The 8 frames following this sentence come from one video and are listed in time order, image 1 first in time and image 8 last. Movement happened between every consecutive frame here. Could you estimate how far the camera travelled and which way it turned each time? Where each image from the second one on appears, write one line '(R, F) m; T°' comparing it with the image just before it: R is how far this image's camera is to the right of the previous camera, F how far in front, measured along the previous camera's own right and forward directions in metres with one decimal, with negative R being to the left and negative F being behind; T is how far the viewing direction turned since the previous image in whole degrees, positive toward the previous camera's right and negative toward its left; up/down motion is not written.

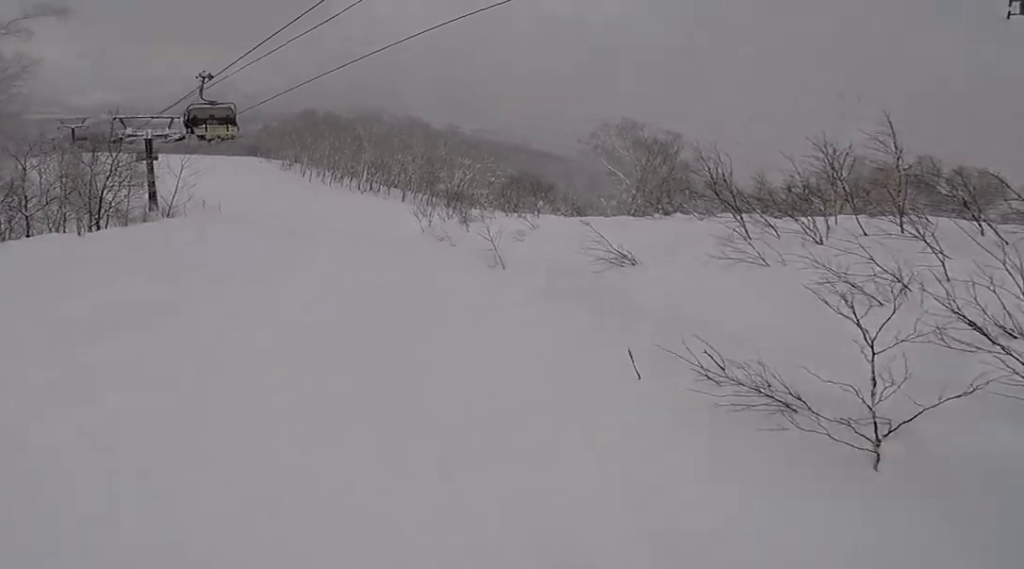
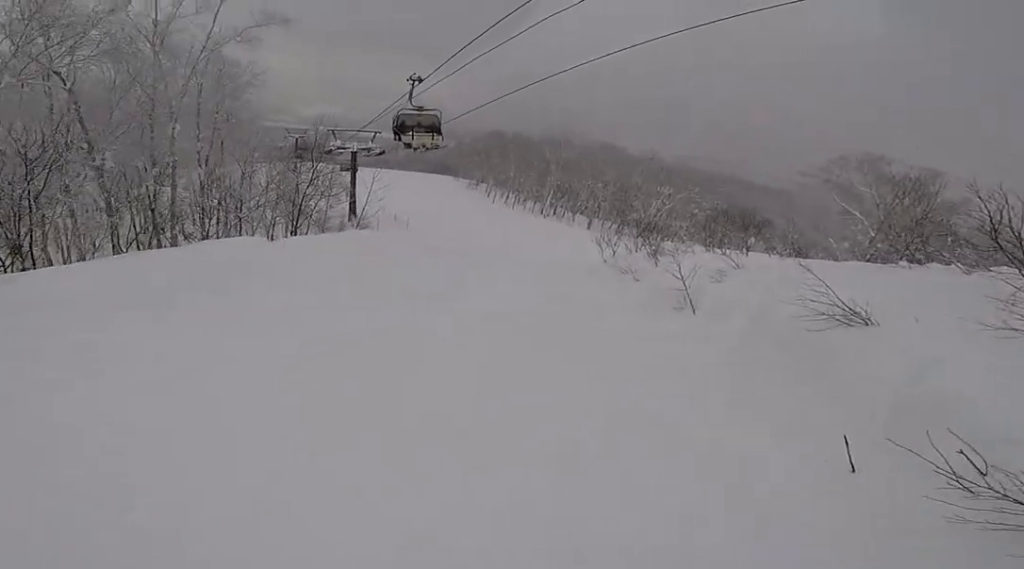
(-0.1, +1.0) m; -13°
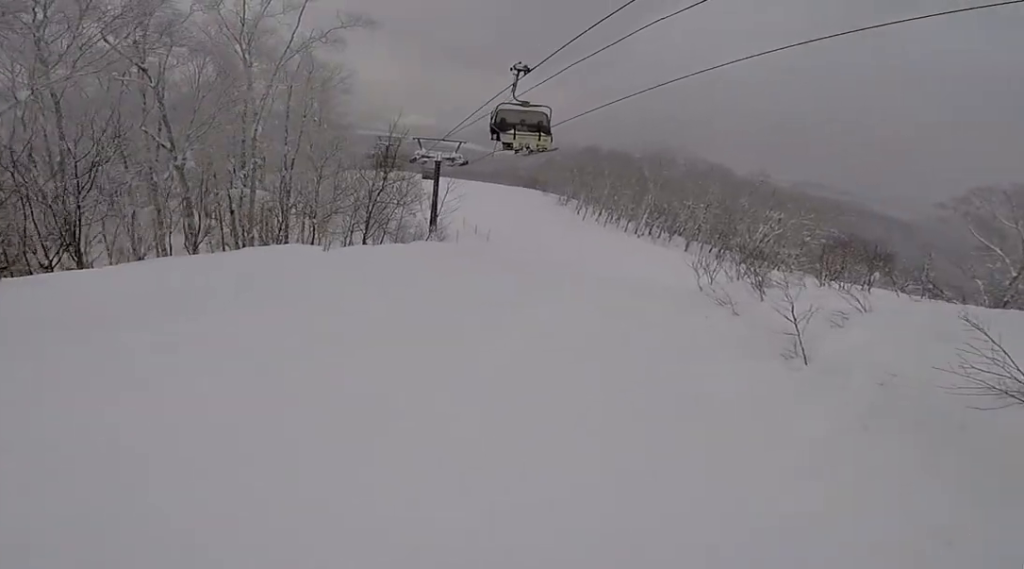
(+0.1, +1.2) m; -13°
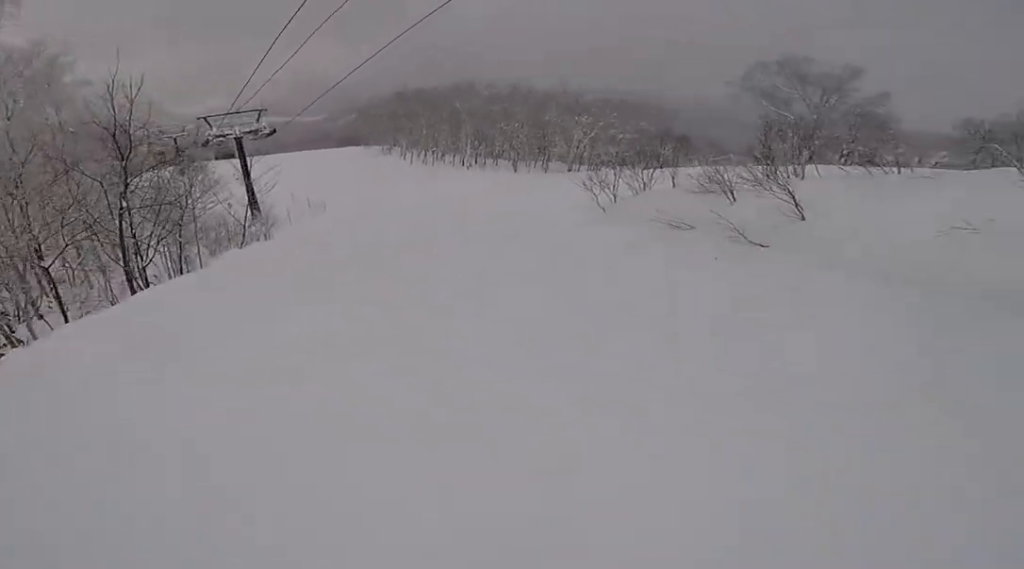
(+0.6, +4.8) m; +25°
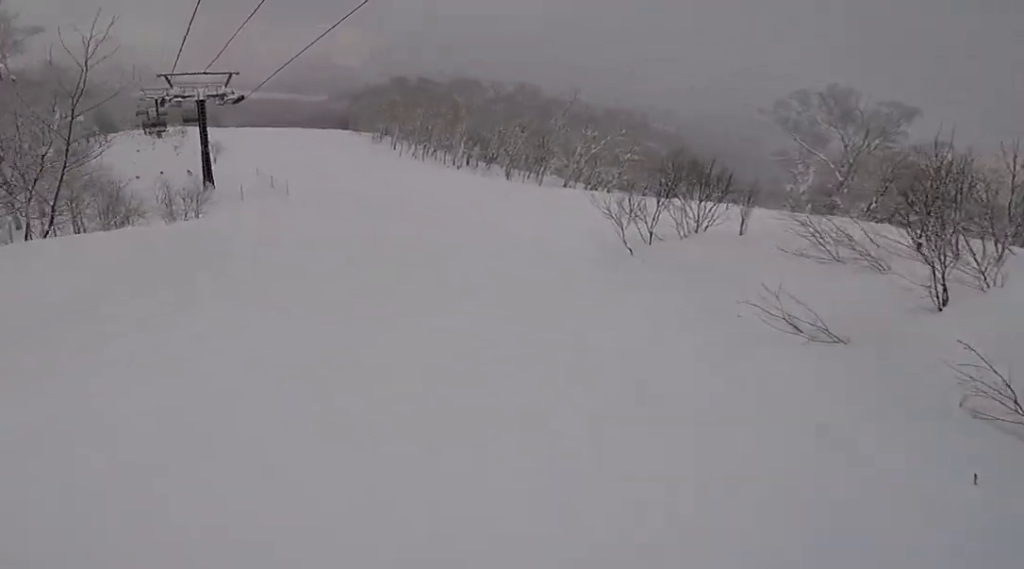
(+0.4, +4.6) m; -6°
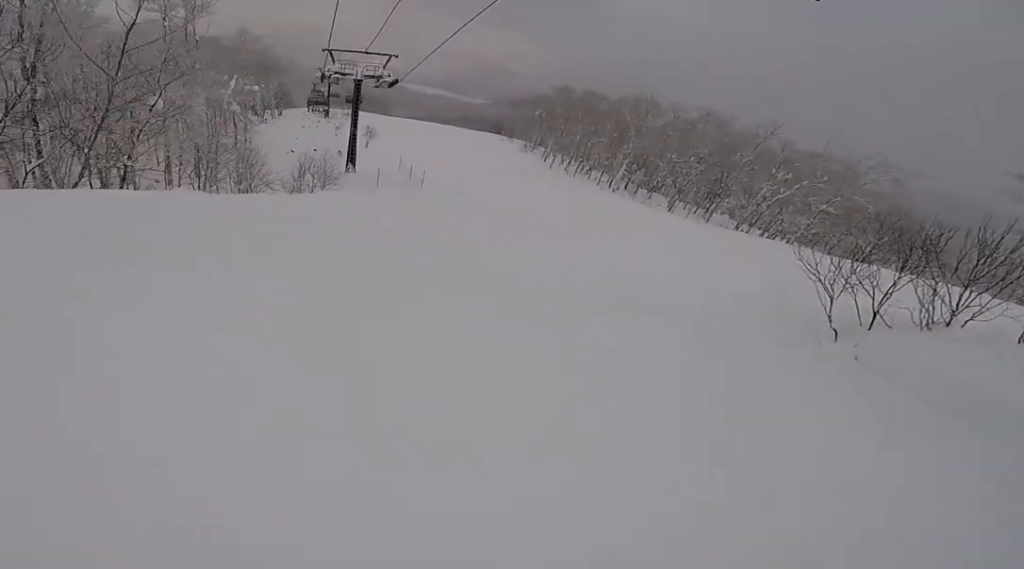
(-0.2, +2.0) m; -1°
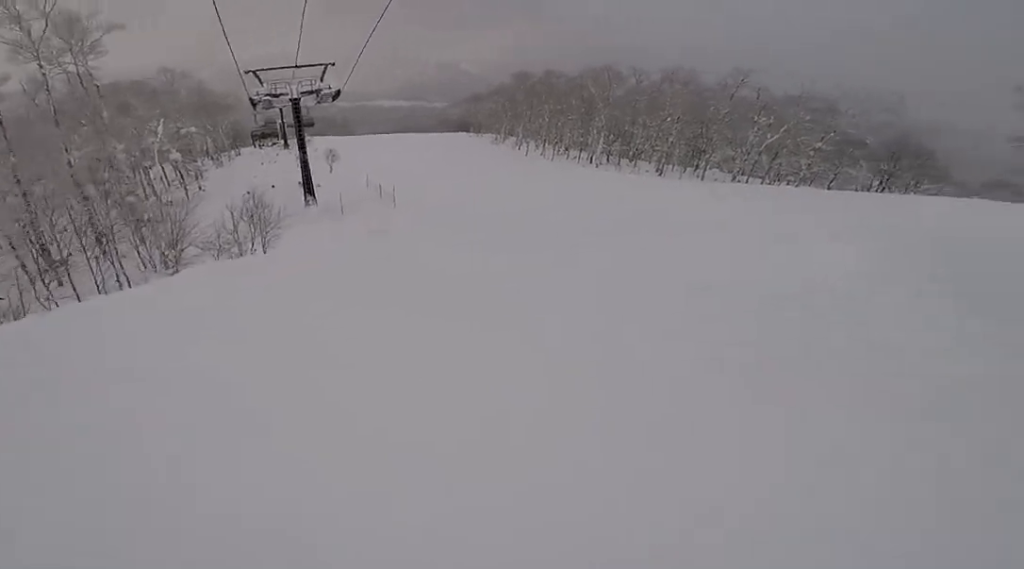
(-0.4, +4.1) m; +11°
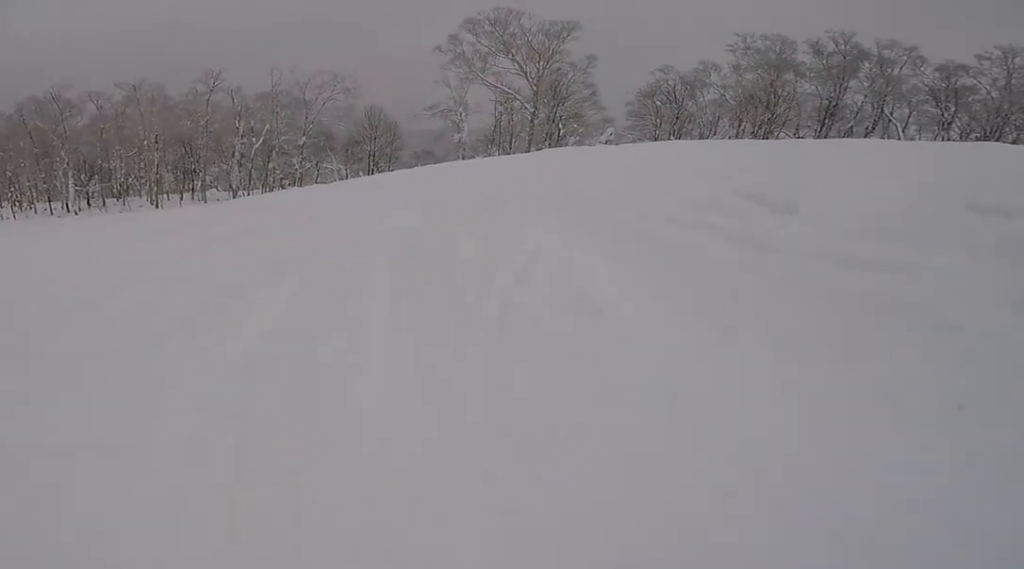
(+3.1, +6.4) m; +37°
